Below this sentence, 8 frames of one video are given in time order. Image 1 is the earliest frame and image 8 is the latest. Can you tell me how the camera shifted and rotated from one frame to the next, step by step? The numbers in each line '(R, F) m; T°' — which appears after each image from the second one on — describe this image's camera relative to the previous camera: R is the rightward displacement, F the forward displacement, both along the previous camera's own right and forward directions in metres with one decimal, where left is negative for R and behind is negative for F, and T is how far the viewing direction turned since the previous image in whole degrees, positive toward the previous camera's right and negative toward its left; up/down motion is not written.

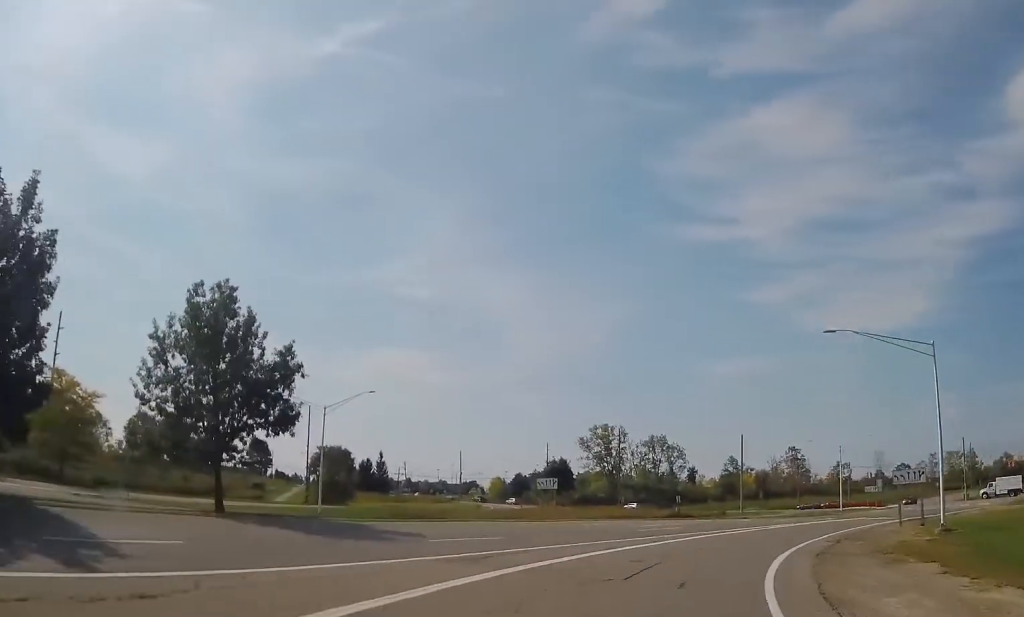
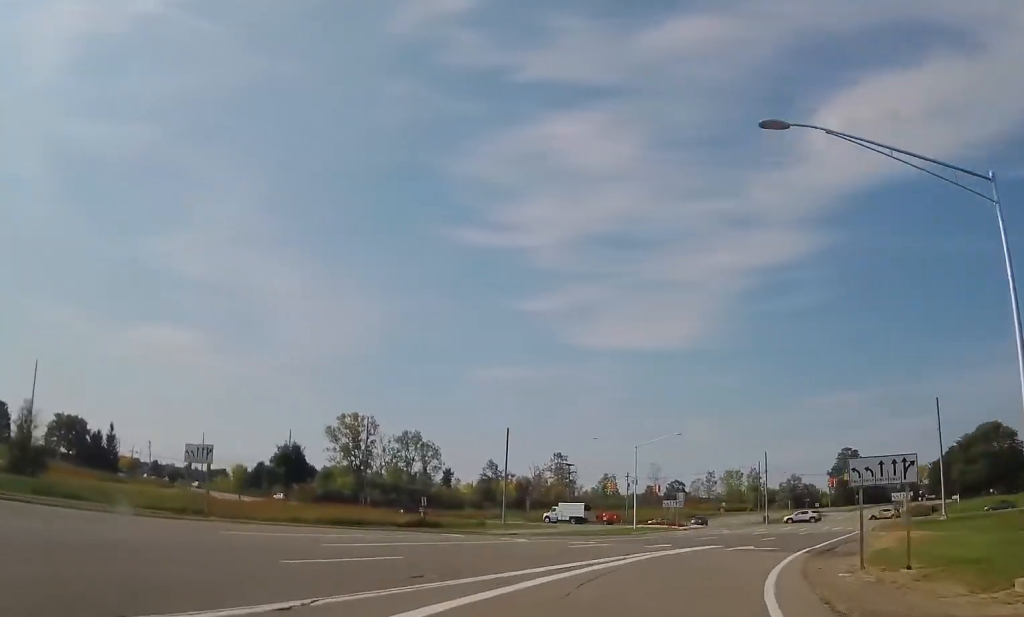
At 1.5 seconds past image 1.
(+5.7, +21.4) m; +23°
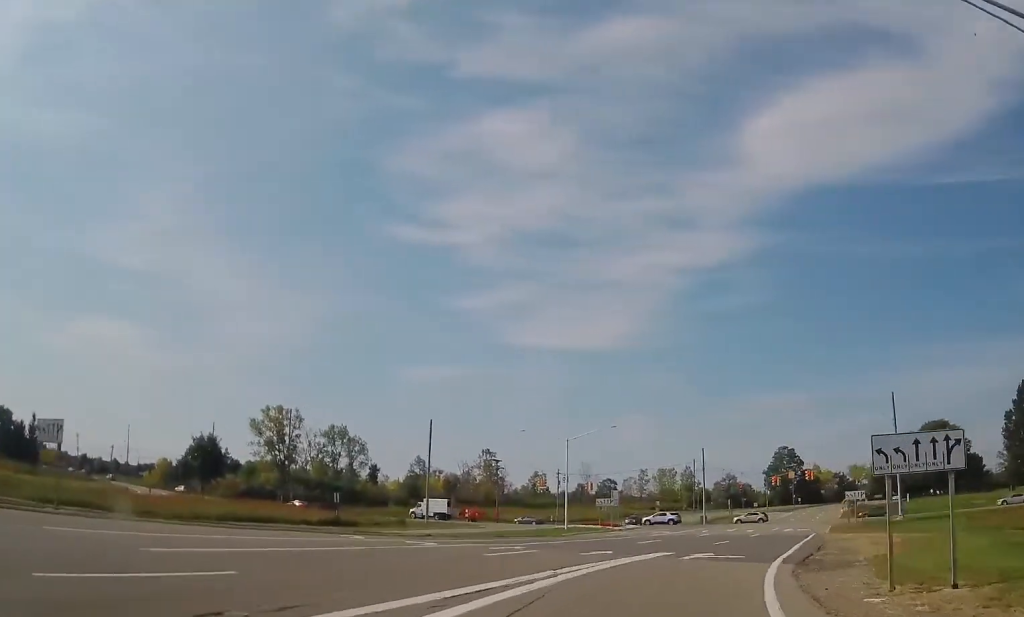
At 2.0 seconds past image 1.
(-0.2, +6.4) m; +5°
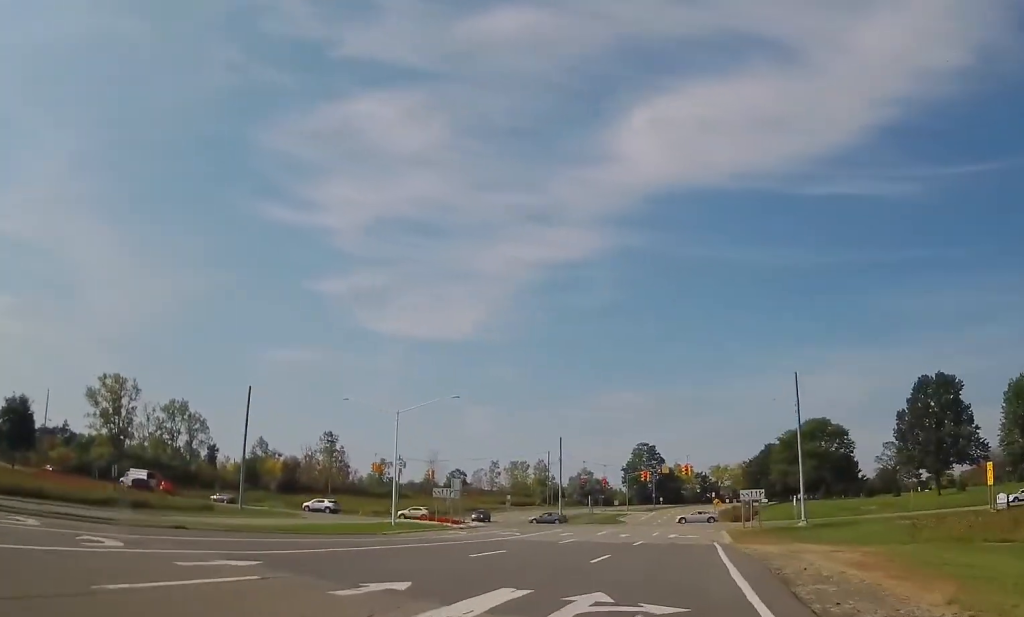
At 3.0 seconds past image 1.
(+2.0, +14.7) m; +13°
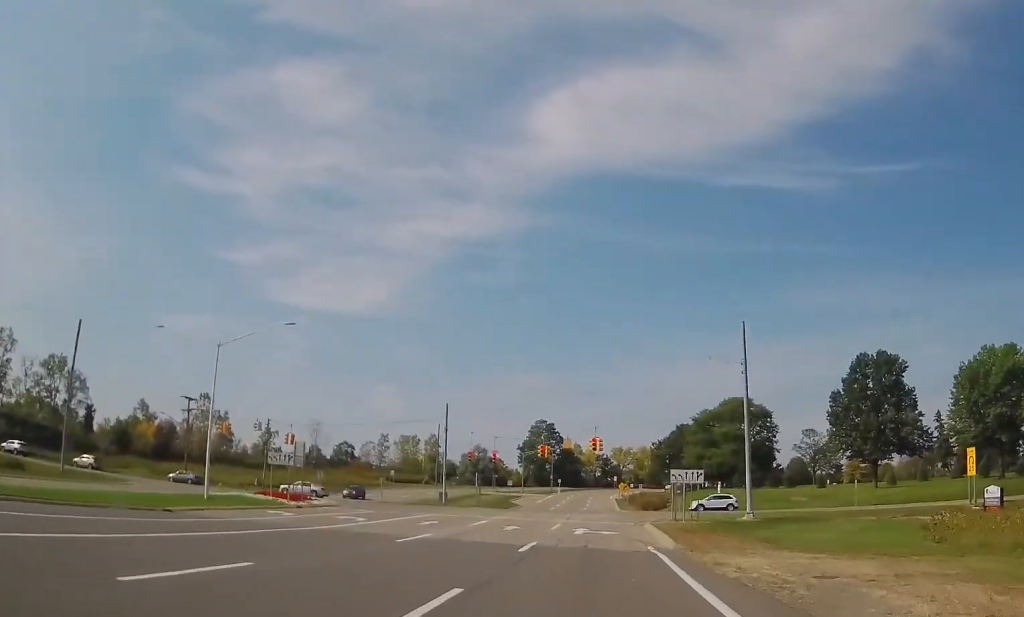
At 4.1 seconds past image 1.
(+1.6, +16.8) m; +10°
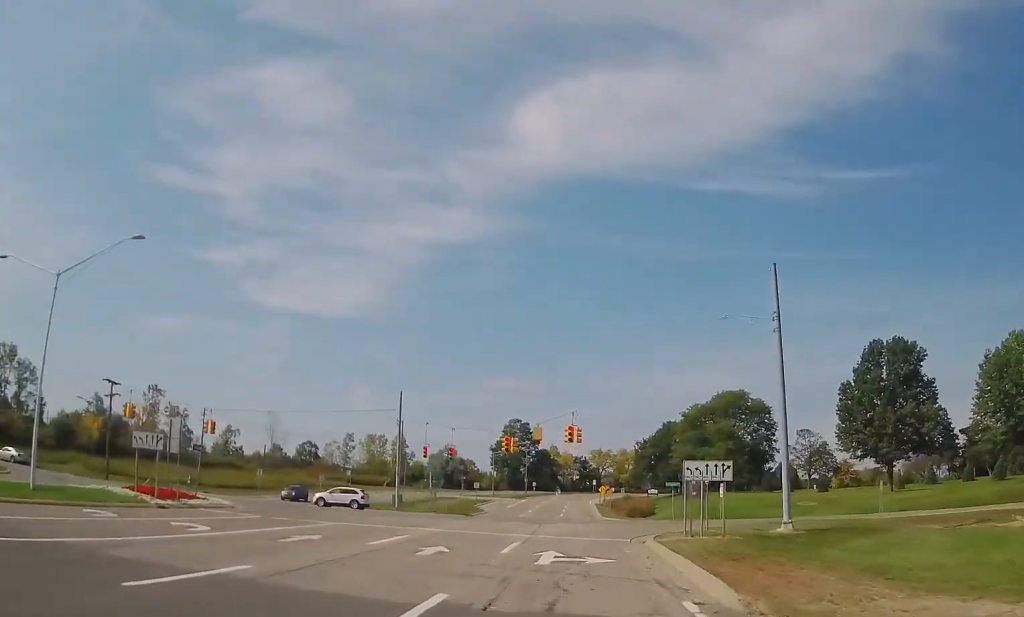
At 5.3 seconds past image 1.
(+1.3, +15.2) m; +6°
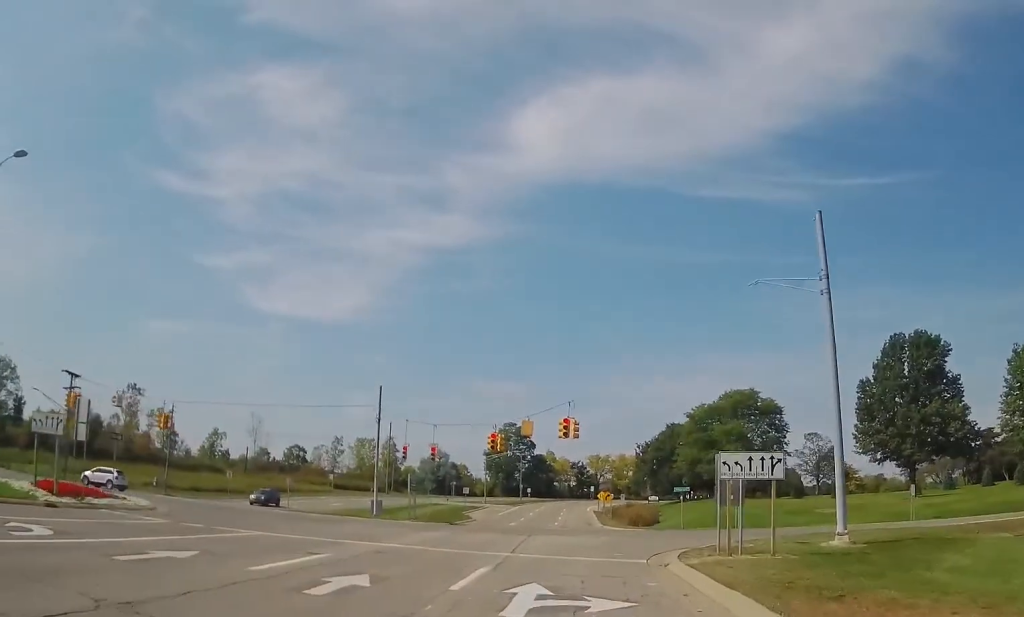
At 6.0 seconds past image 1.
(+0.3, +8.7) m; -1°
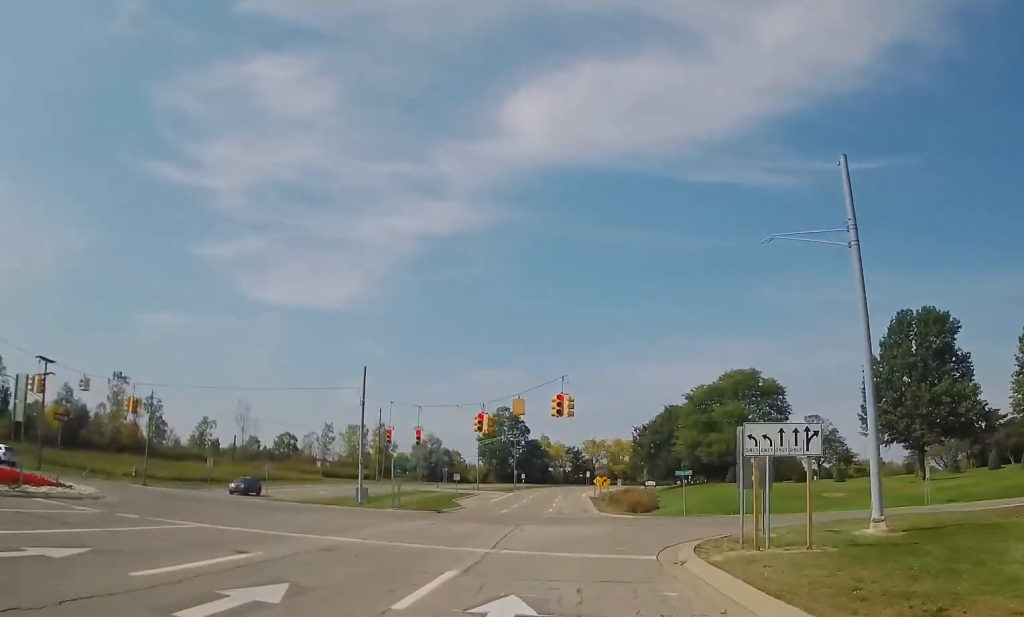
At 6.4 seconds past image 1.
(-0.2, +3.9) m; -2°
